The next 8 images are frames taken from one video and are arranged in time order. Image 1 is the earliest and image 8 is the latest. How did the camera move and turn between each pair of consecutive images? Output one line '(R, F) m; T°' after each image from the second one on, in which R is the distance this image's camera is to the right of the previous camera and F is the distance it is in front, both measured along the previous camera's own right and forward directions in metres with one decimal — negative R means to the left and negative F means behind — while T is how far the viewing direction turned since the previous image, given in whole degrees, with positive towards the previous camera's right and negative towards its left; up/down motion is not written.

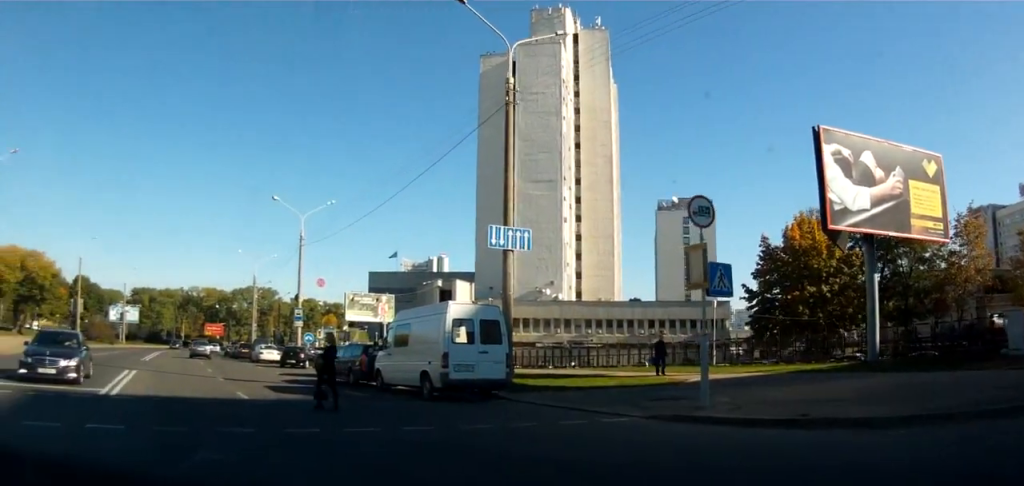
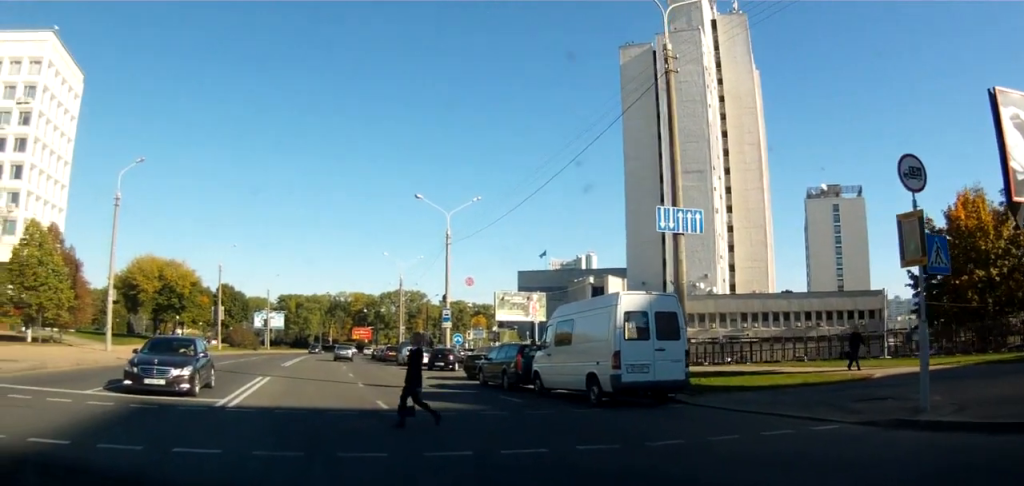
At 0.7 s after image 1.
(-0.8, +2.7) m; -18°
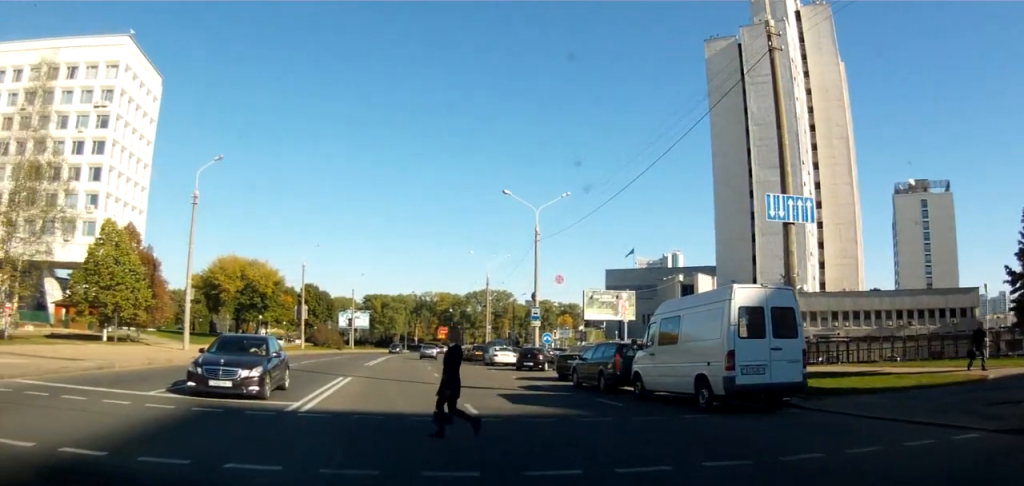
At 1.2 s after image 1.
(-0.3, +1.9) m; -12°
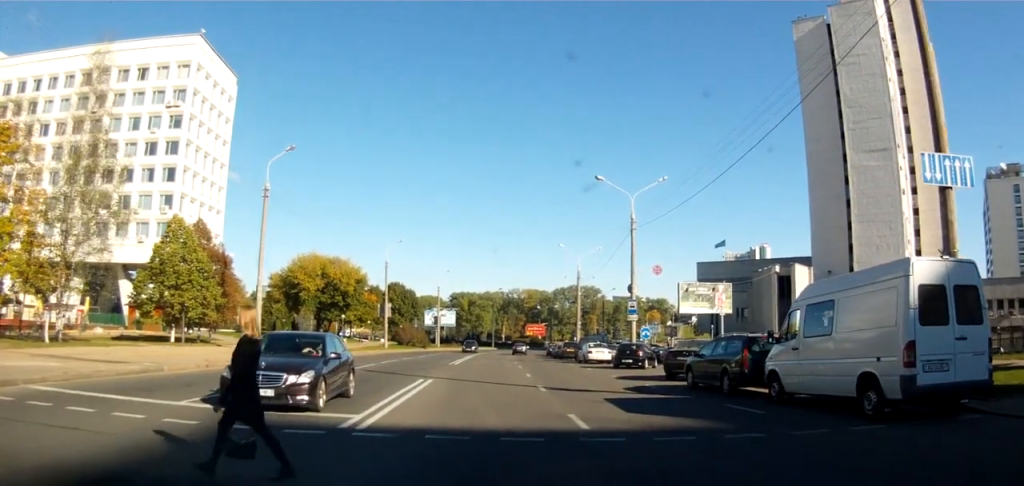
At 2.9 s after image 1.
(-0.7, +4.1) m; -12°
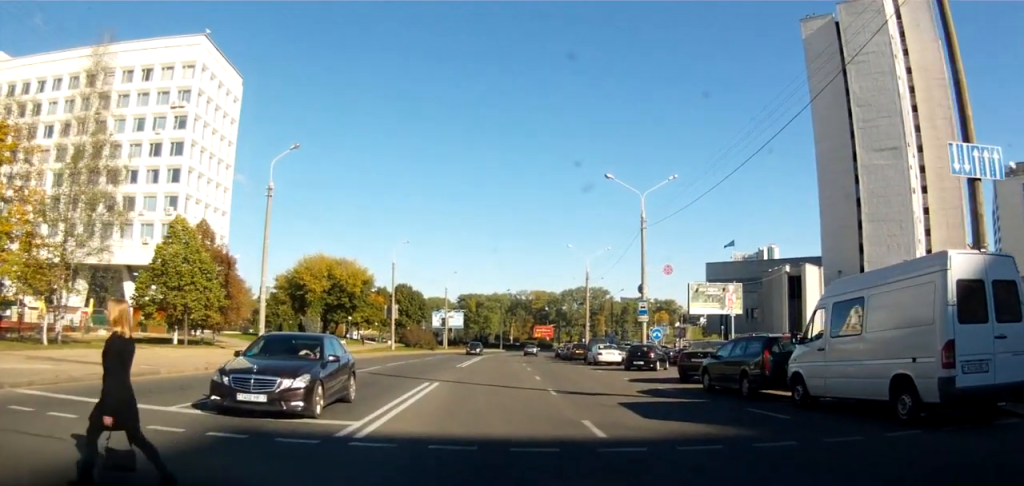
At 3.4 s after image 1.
(0.0, +1.1) m; 0°
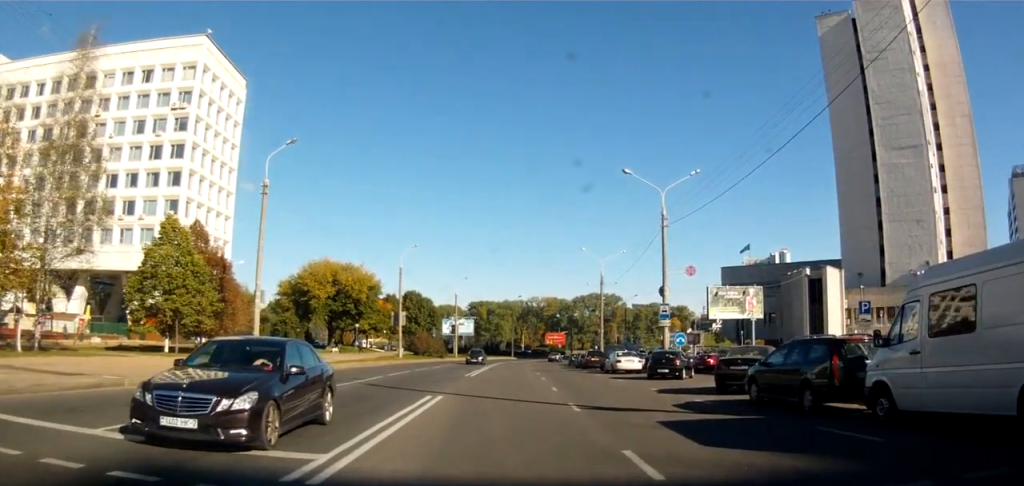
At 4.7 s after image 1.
(+0.1, +3.2) m; +3°
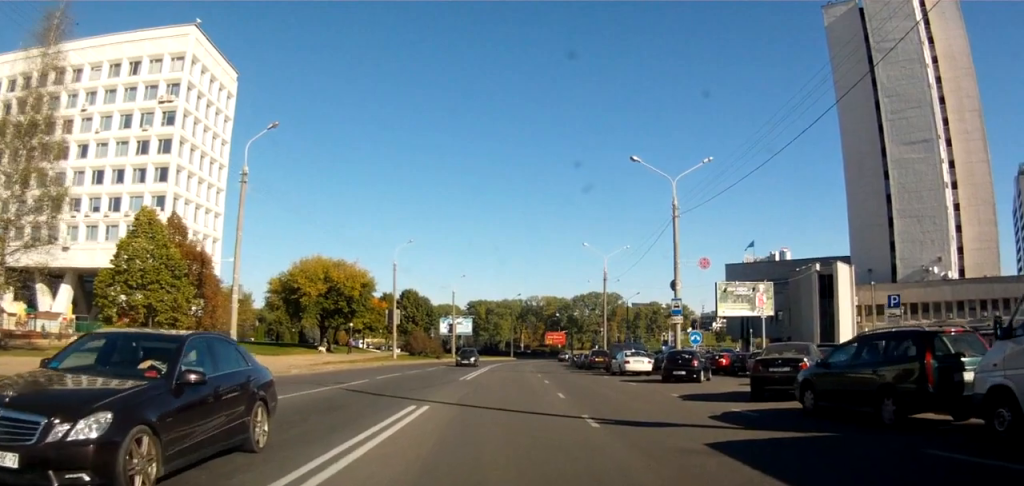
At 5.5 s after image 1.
(0.0, +2.5) m; 0°
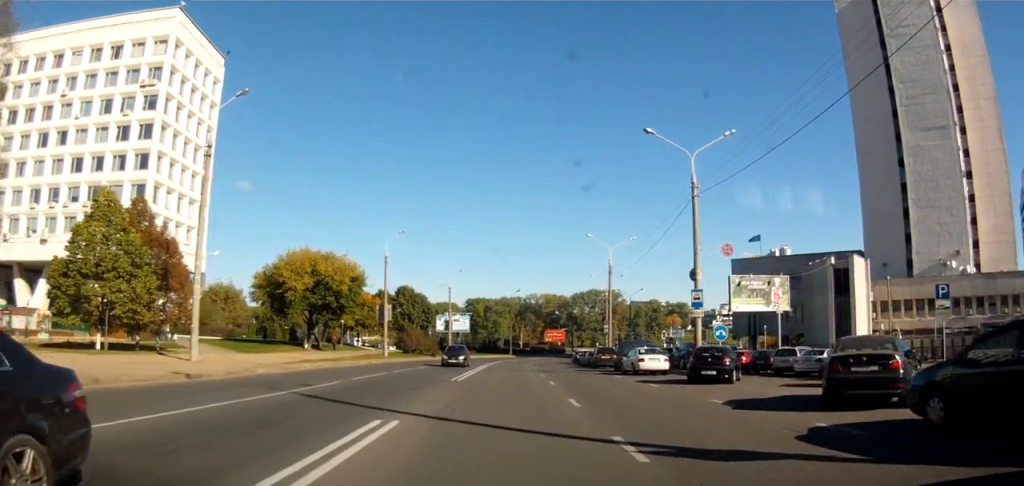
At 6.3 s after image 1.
(0.0, +3.1) m; -1°
